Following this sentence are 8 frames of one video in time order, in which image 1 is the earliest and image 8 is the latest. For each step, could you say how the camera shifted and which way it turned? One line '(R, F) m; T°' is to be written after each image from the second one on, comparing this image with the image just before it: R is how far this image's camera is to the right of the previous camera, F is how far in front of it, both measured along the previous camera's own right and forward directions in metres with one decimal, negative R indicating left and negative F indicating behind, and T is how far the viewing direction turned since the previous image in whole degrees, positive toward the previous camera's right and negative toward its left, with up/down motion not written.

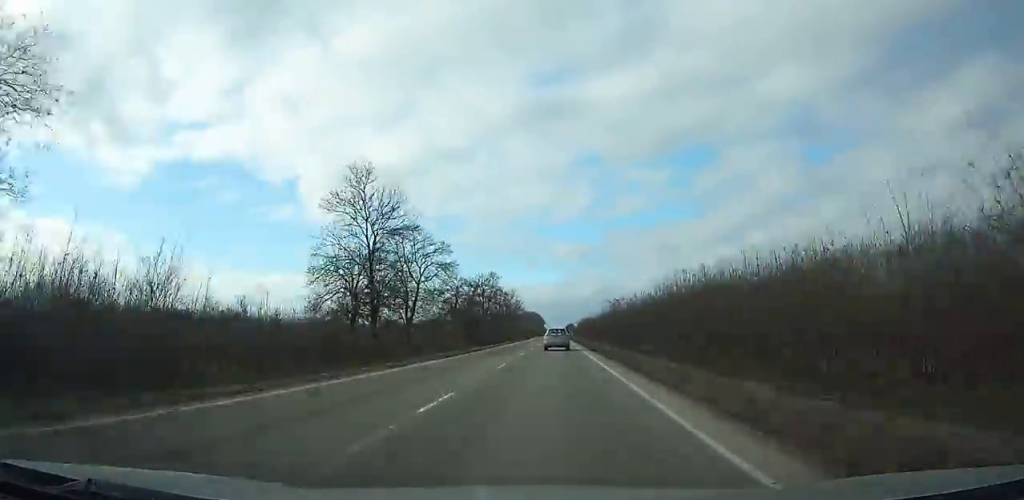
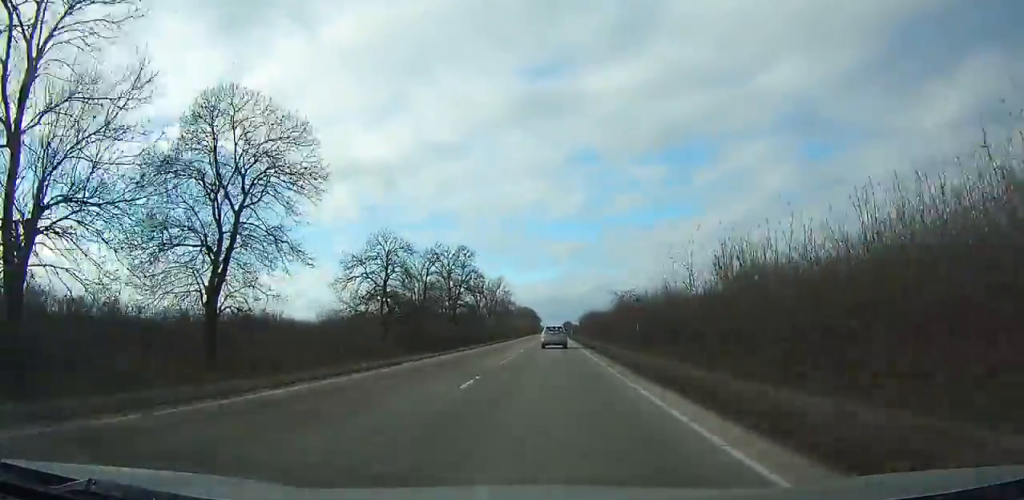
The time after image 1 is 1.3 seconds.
(+0.1, +32.1) m; 0°
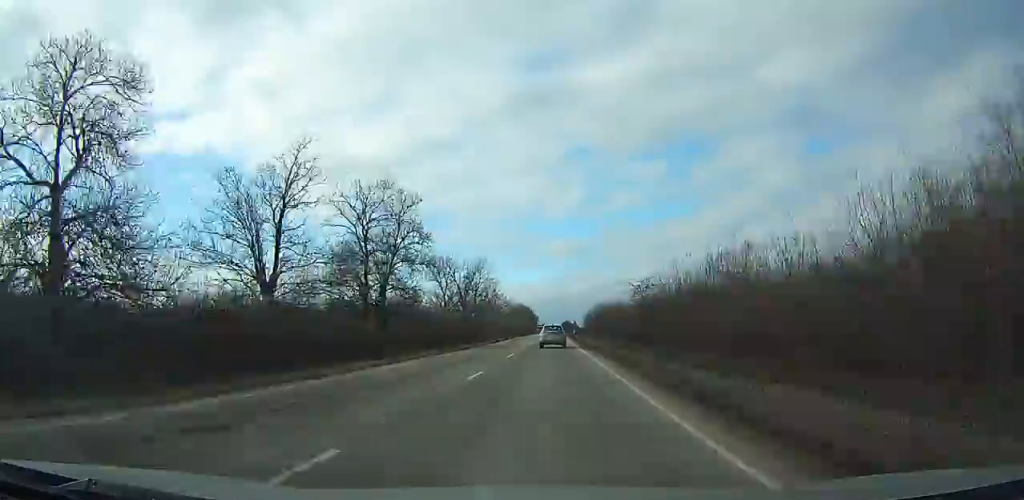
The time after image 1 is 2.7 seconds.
(+0.1, +34.0) m; 0°
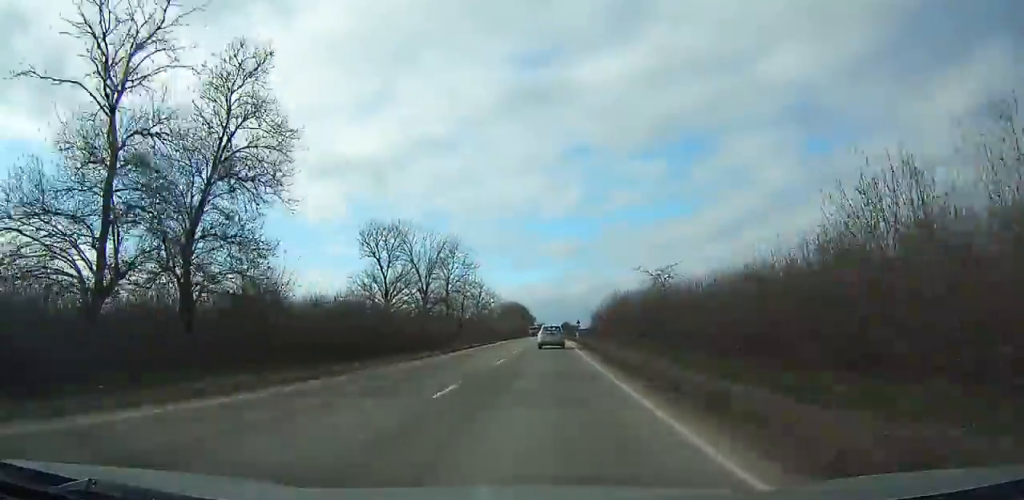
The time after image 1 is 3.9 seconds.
(-0.1, +27.8) m; 0°
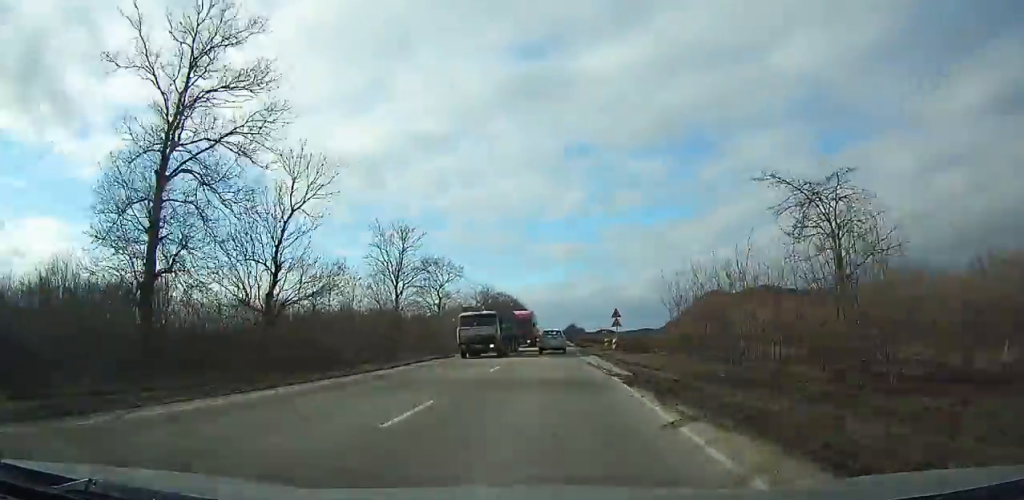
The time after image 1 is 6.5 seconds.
(+0.1, +64.0) m; 0°
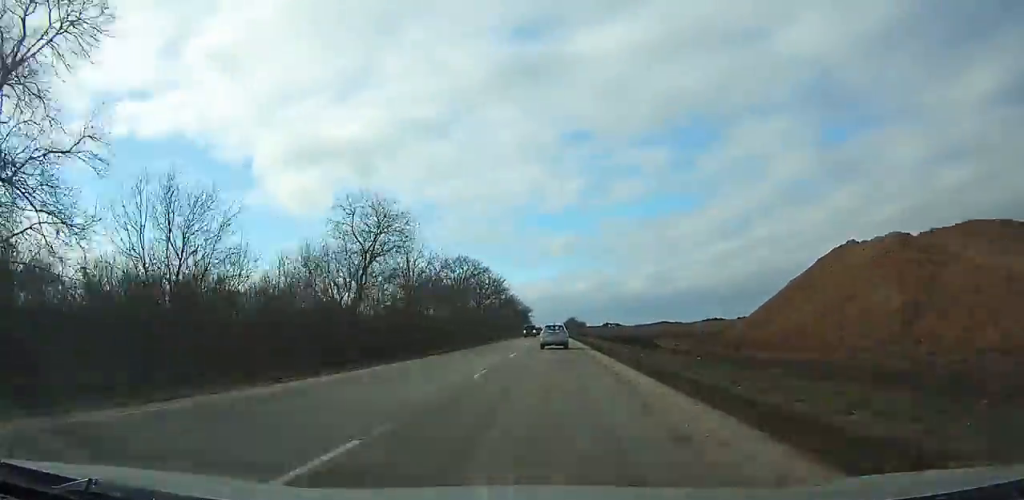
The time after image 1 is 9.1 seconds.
(+0.3, +64.2) m; 0°
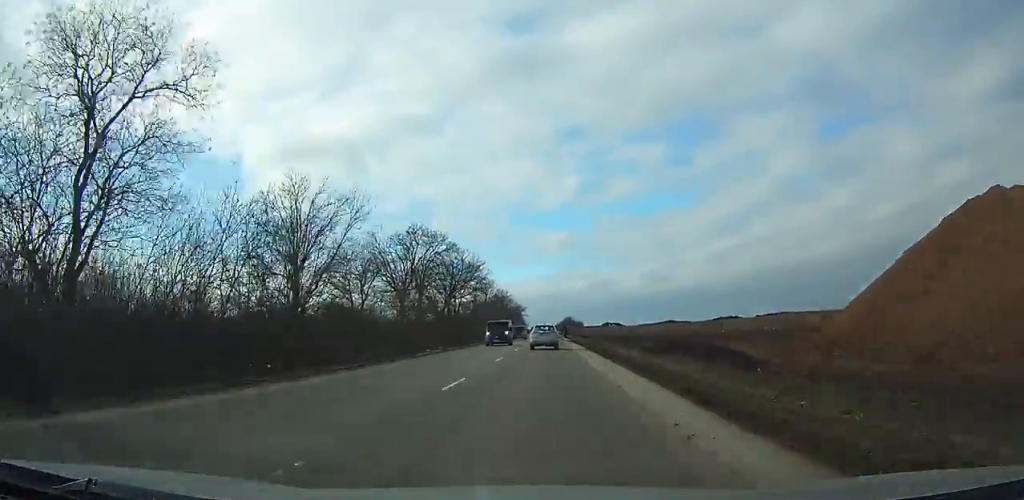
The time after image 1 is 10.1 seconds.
(+0.1, +26.2) m; 0°
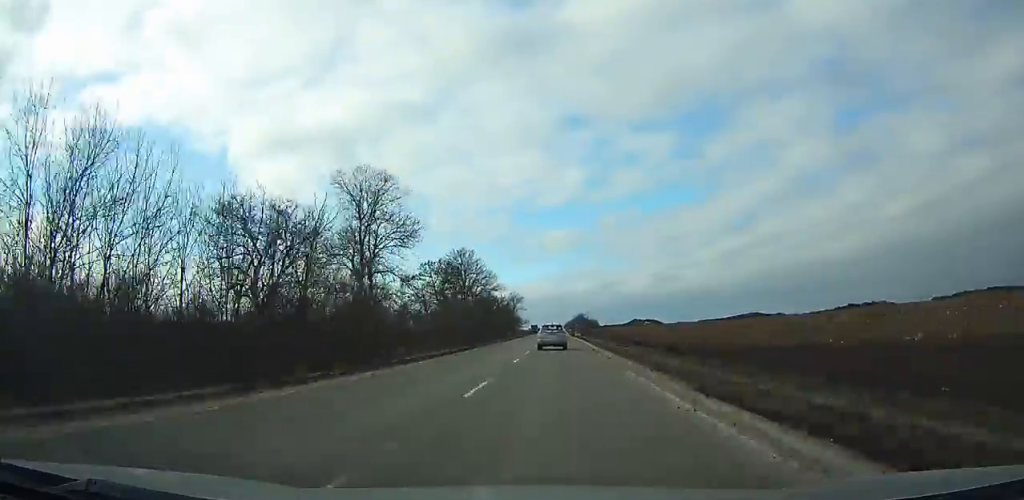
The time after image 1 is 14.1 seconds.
(-0.6, +96.6) m; 0°
